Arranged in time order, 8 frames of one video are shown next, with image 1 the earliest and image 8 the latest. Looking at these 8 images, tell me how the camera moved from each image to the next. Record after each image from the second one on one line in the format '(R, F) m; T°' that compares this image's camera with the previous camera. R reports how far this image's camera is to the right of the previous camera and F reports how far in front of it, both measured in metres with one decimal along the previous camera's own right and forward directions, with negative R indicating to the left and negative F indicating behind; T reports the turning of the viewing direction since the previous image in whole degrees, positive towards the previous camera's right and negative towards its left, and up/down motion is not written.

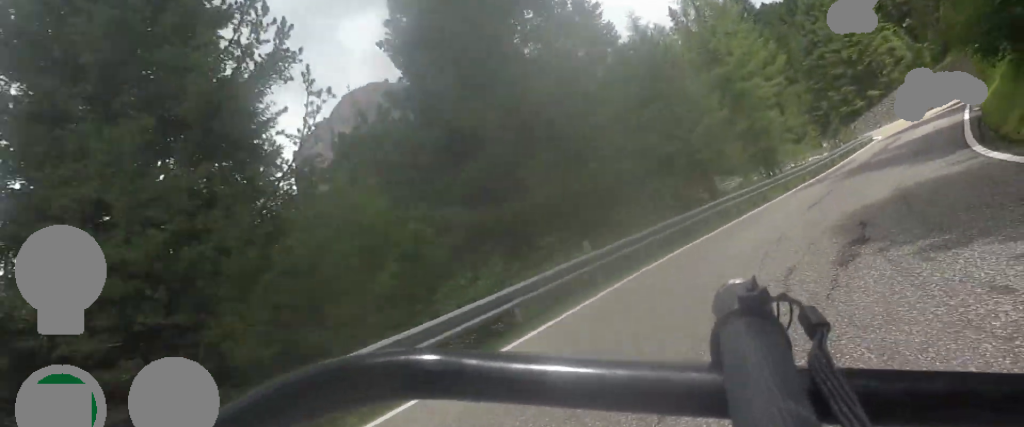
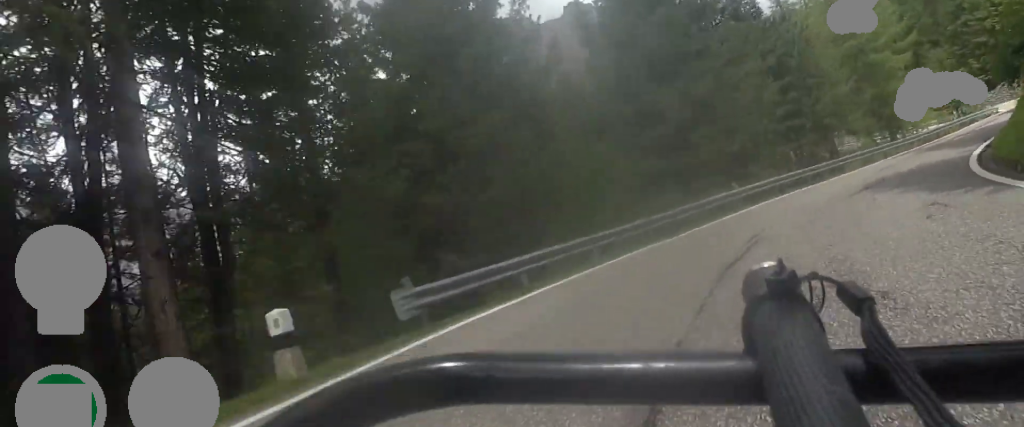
(-0.6, +10.2) m; -6°
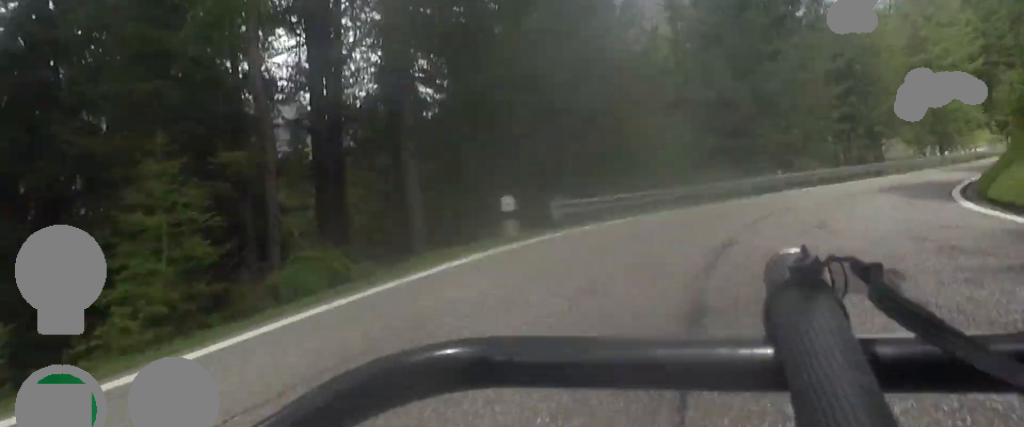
(-0.1, +5.8) m; -2°
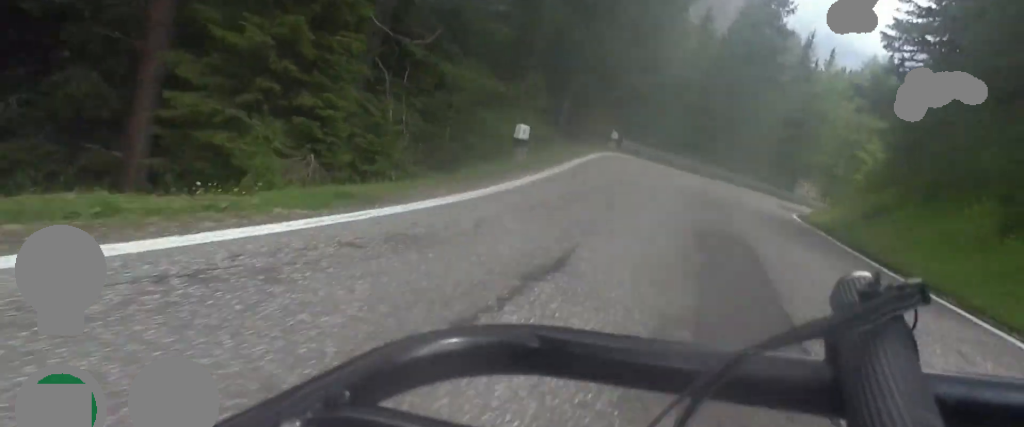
(-0.9, +16.9) m; +3°
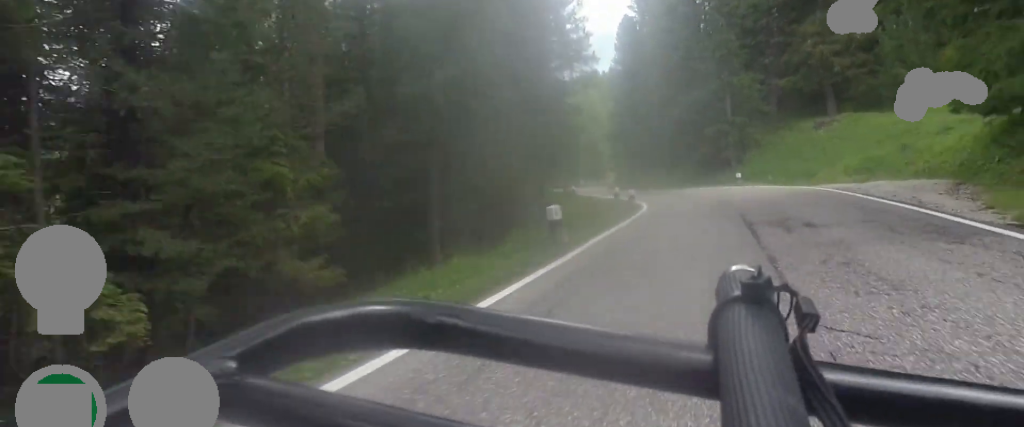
(+6.3, +41.5) m; +10°
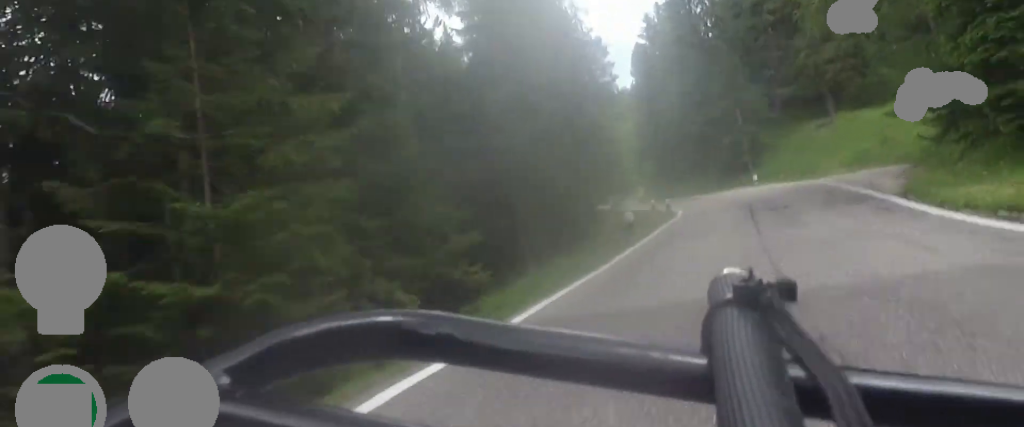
(0.0, +7.7) m; 0°
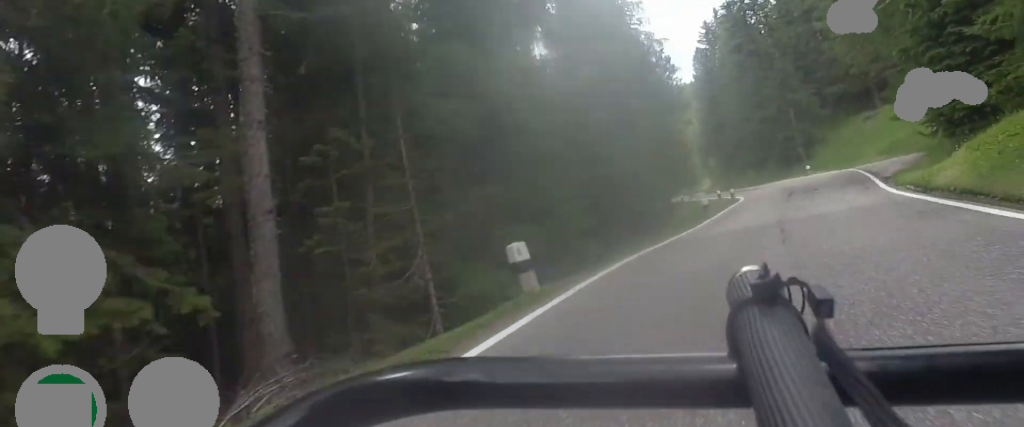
(-0.1, +10.0) m; 0°
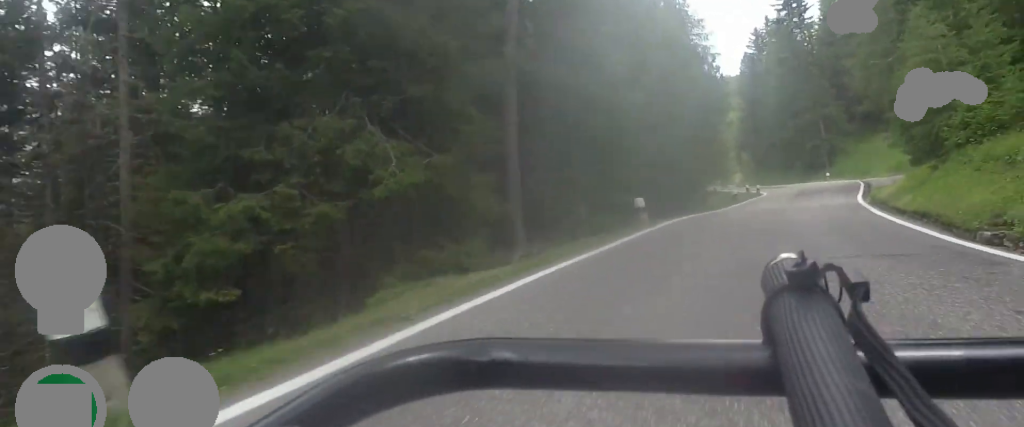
(0.0, +10.0) m; -2°
